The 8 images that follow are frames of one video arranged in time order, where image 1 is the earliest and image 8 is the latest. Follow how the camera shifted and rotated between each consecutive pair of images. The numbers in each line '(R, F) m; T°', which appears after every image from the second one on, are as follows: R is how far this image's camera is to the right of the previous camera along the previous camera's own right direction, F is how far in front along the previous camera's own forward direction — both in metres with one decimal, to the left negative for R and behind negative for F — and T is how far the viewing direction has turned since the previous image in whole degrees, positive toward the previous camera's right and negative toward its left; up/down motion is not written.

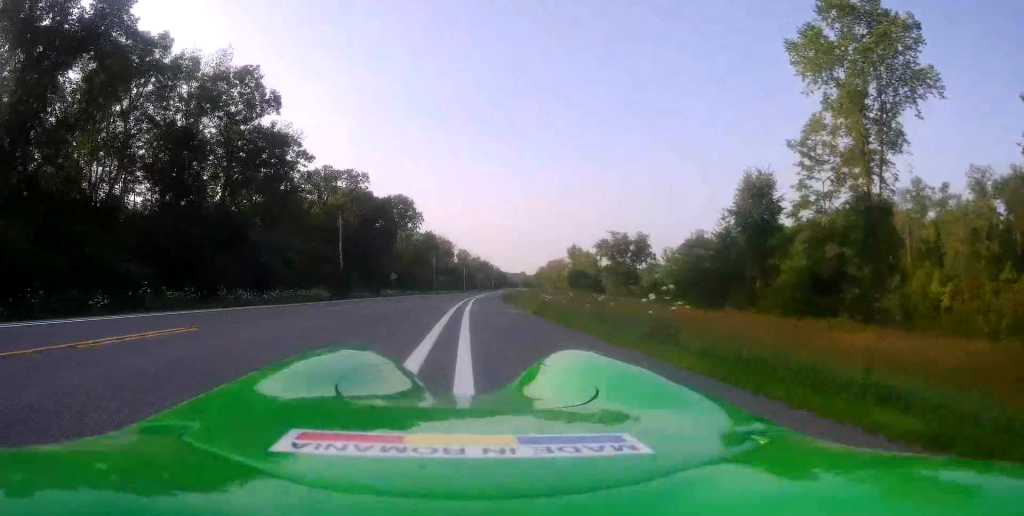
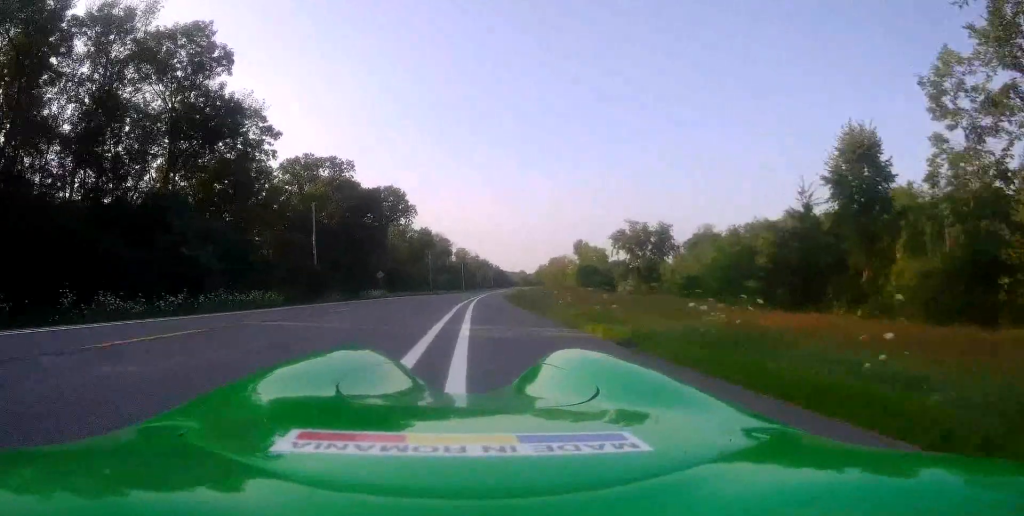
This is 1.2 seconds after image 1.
(+0.2, +11.4) m; +2°
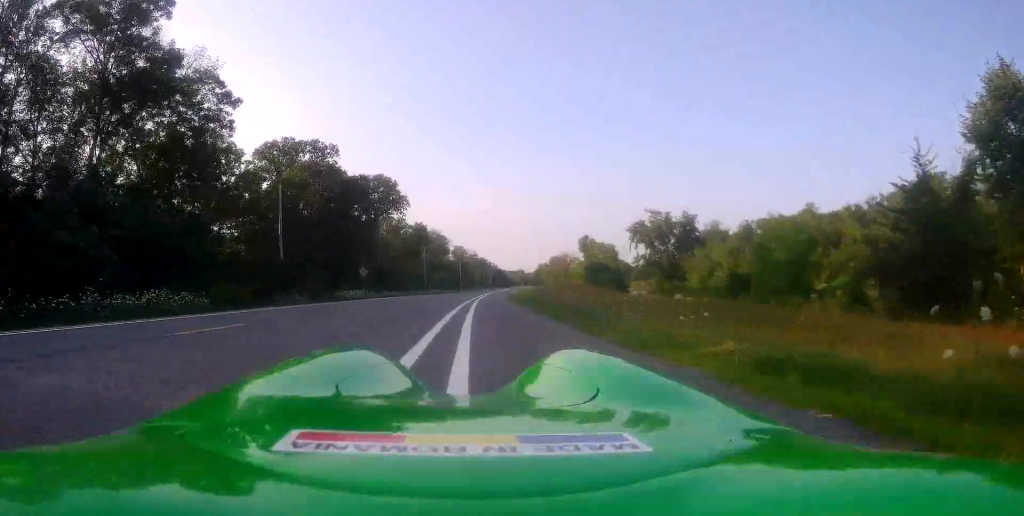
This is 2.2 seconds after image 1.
(+0.3, +9.7) m; +1°
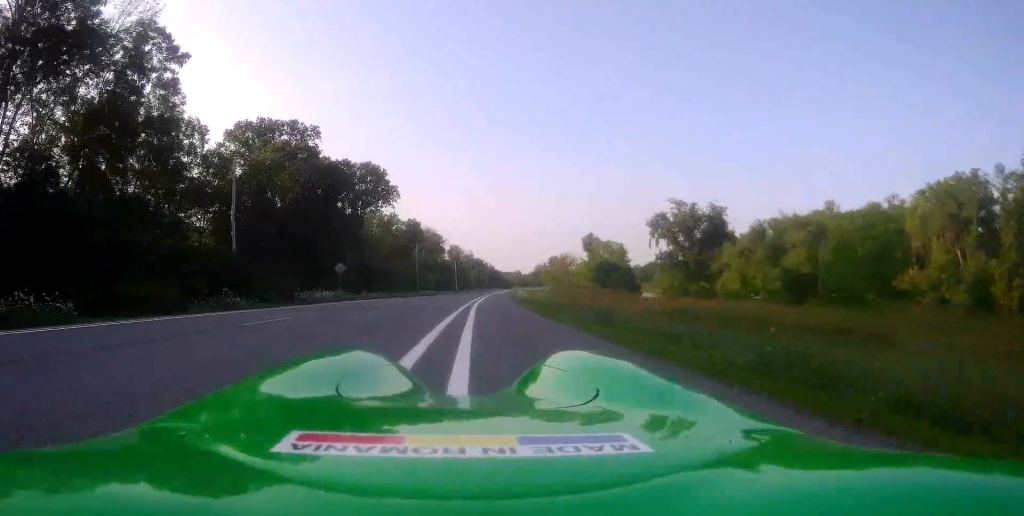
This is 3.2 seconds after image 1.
(-0.1, +9.3) m; 0°
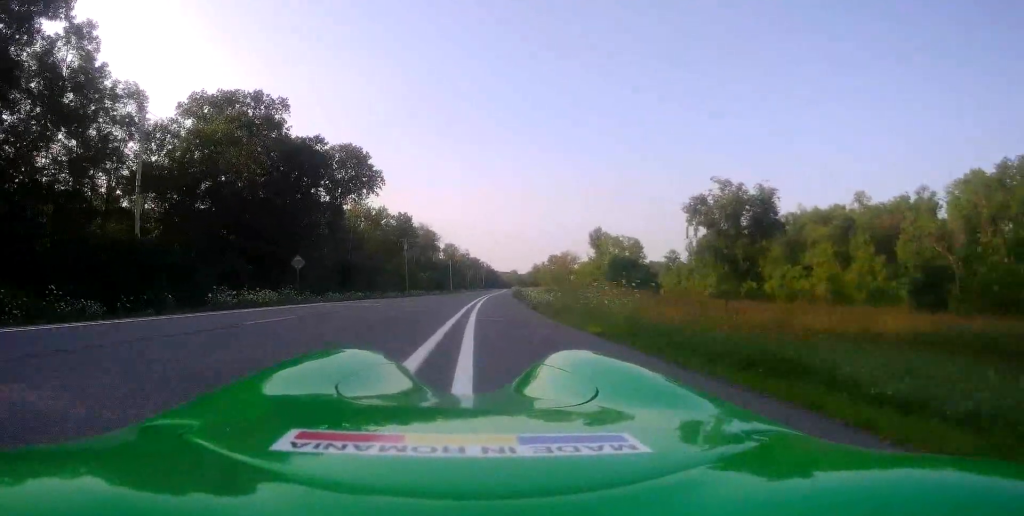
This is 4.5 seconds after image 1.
(+0.2, +12.1) m; +3°
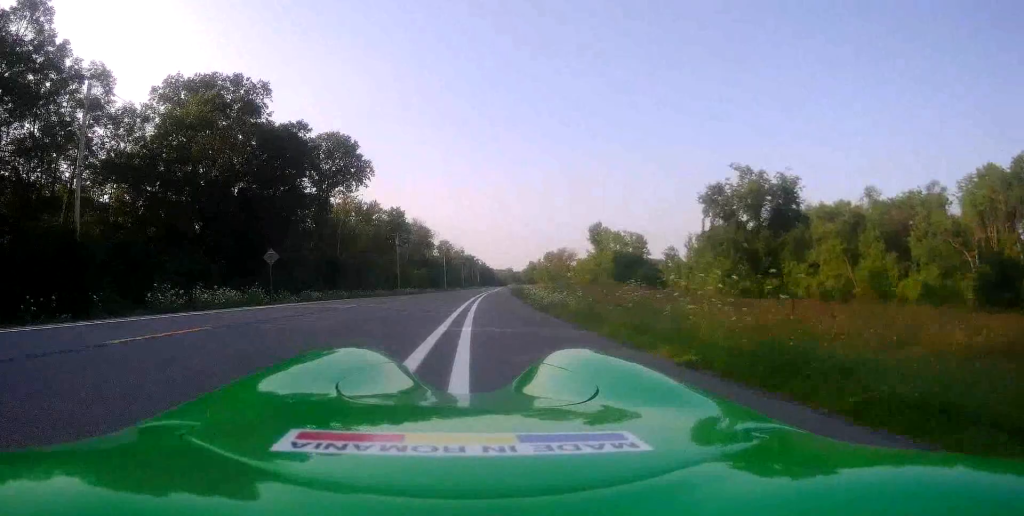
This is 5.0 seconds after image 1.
(0.0, +4.7) m; 0°
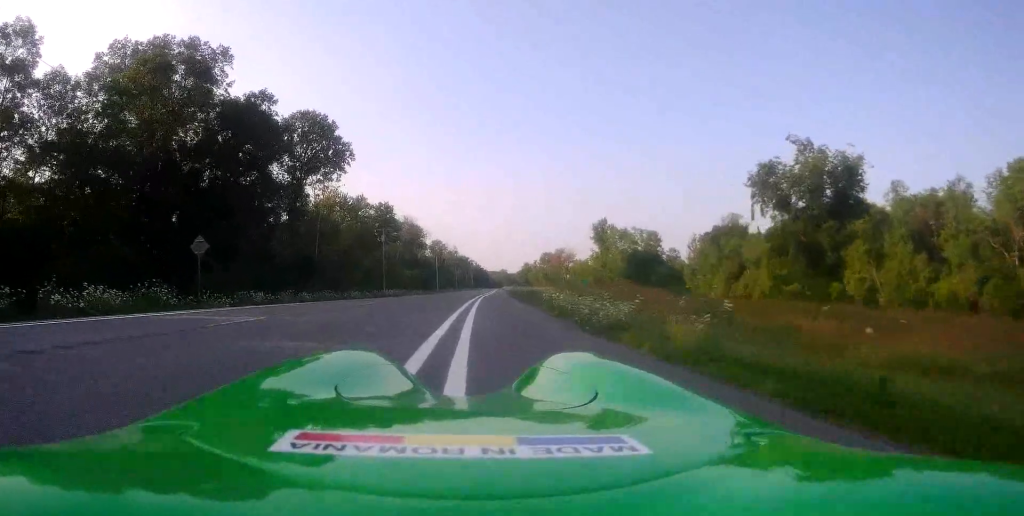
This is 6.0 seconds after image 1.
(0.0, +9.4) m; -1°
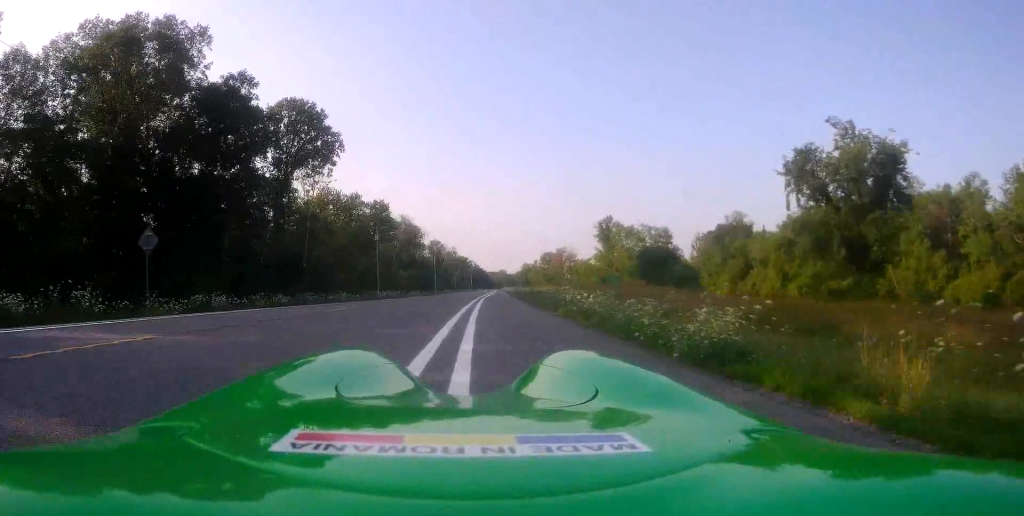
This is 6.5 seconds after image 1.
(0.0, +4.7) m; -1°
